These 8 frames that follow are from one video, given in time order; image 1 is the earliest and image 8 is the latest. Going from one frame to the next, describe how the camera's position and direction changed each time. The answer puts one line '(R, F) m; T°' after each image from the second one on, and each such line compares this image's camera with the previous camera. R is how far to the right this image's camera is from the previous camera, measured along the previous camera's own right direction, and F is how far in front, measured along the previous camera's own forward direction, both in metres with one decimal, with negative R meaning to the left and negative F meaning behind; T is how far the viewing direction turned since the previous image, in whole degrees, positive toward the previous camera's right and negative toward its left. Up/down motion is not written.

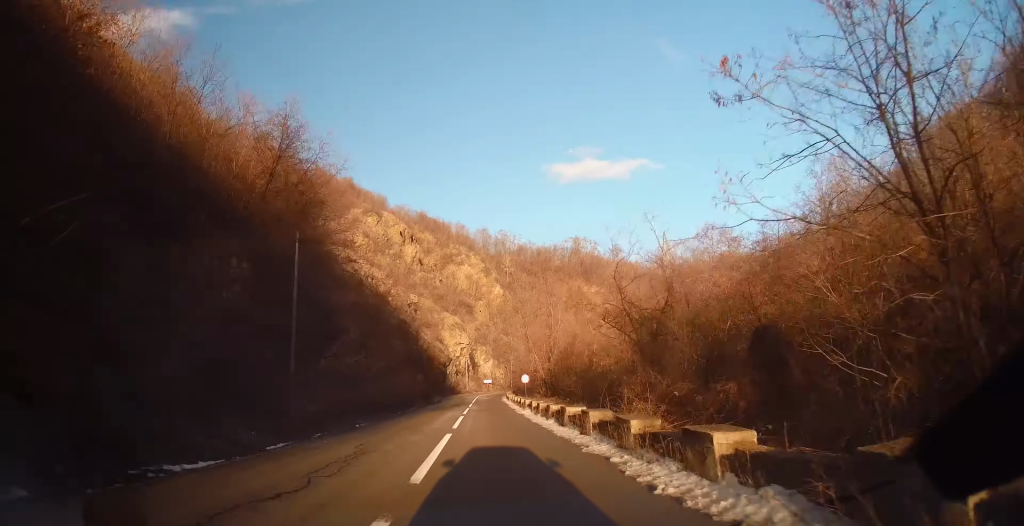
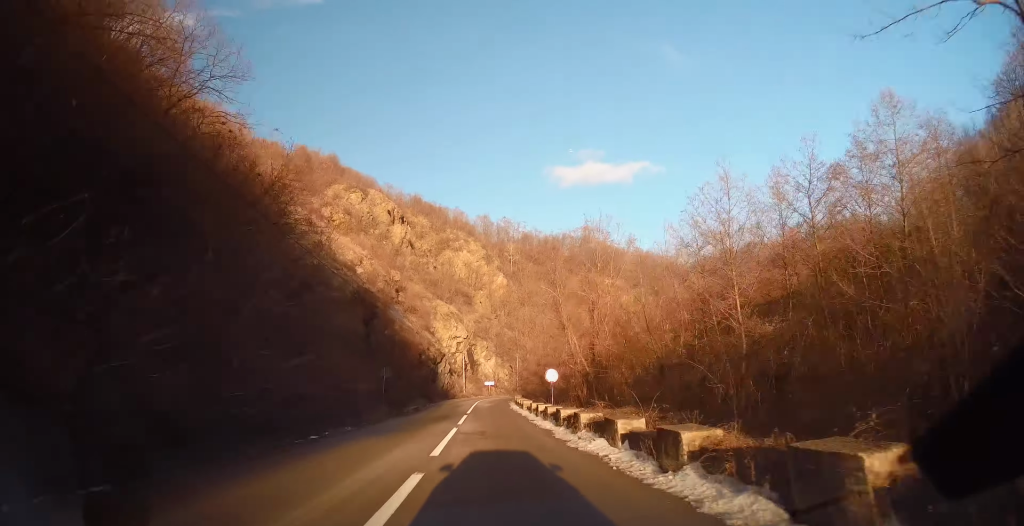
(0.0, +18.8) m; 0°
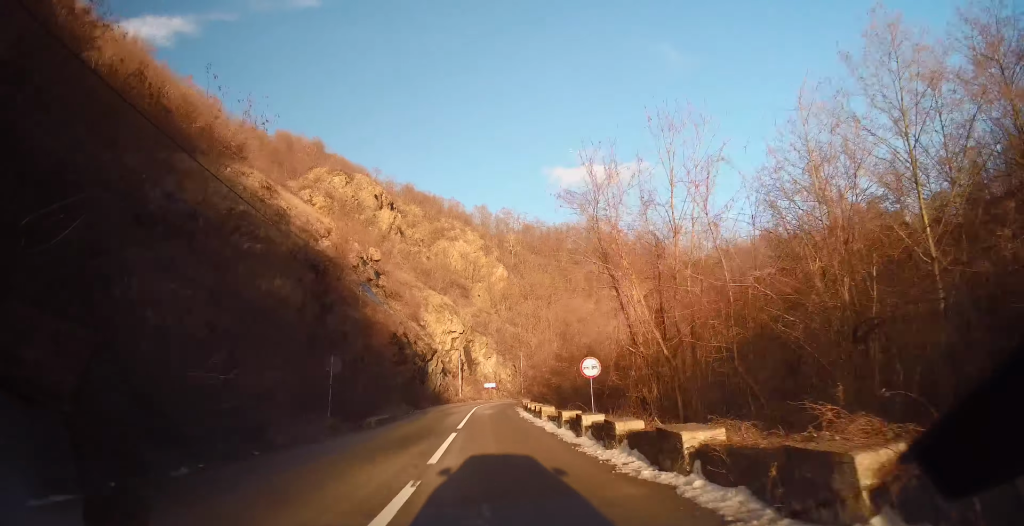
(0.0, +11.5) m; 0°
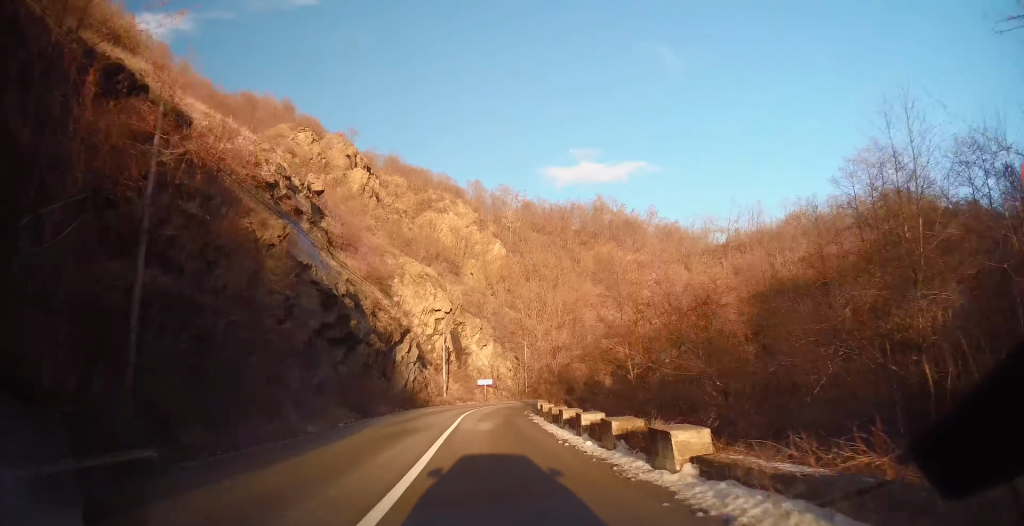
(0.0, +16.9) m; +1°
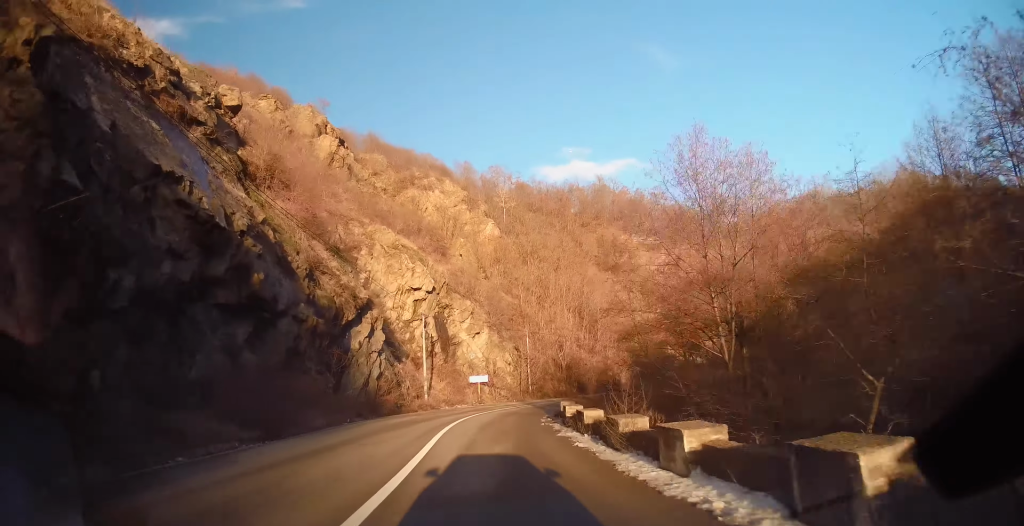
(+0.1, +11.0) m; +3°
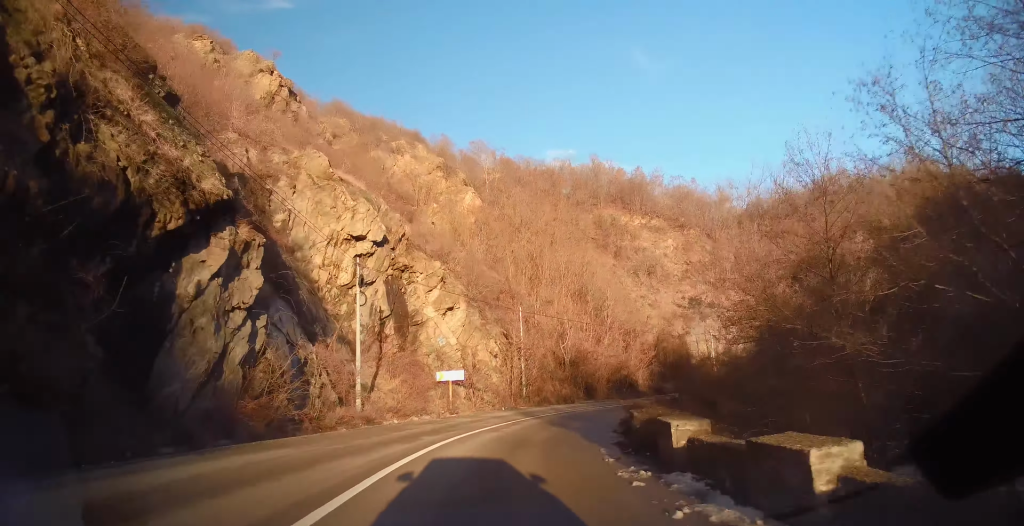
(+0.6, +14.5) m; +7°
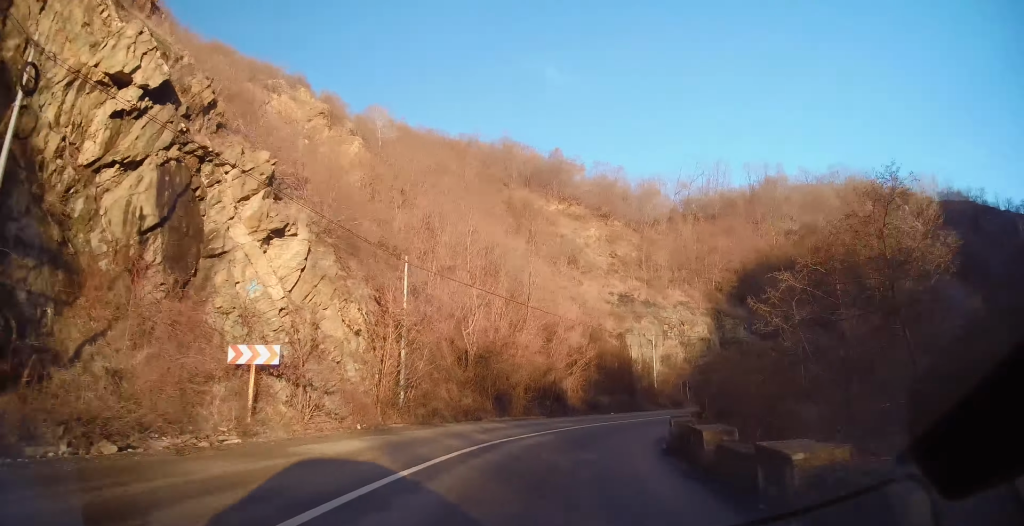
(+1.4, +15.0) m; +14°
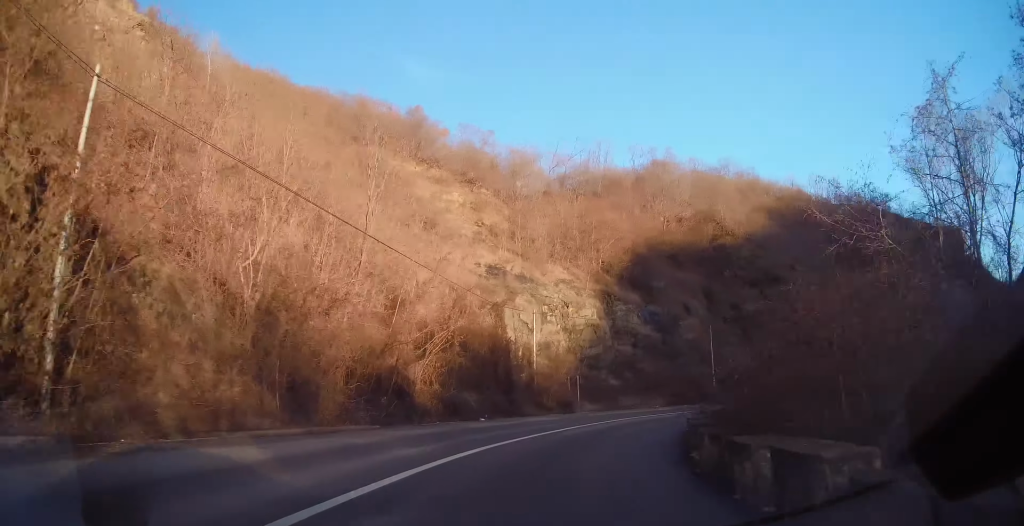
(+1.8, +13.0) m; +16°
